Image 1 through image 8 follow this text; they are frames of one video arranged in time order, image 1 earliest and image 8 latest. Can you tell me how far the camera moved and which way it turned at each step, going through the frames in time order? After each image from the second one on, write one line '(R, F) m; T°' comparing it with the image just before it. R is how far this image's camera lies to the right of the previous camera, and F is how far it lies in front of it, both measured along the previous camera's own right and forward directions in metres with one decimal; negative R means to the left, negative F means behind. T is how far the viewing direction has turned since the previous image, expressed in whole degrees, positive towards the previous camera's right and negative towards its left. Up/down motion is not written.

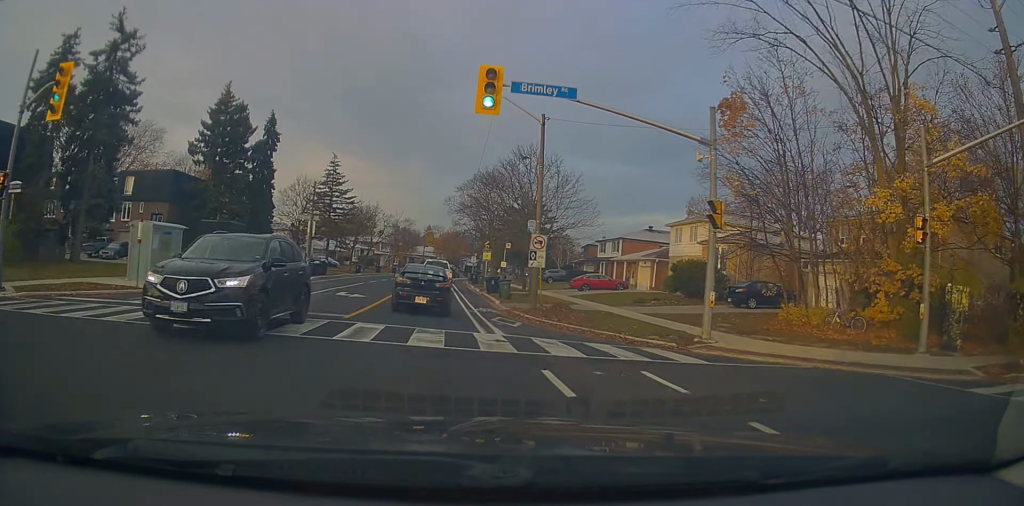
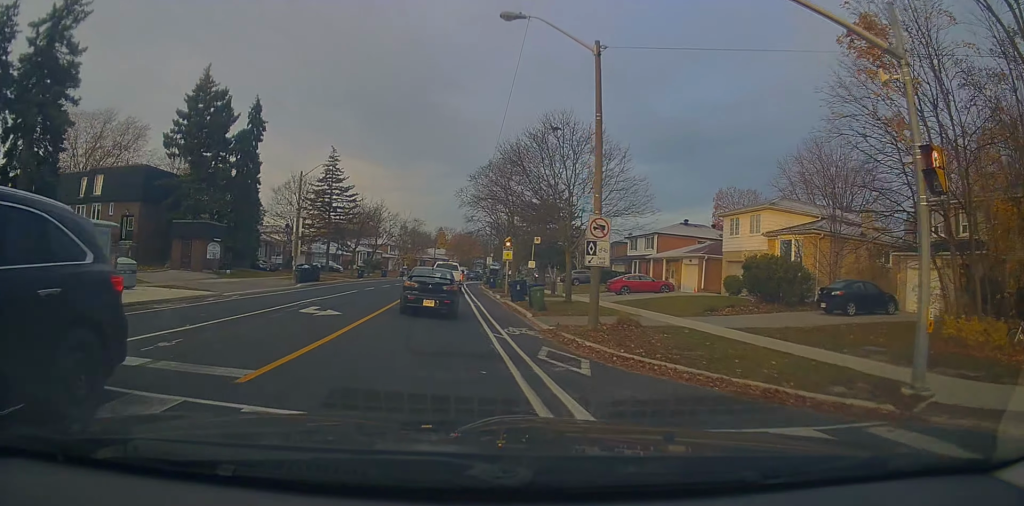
(+0.6, +7.3) m; +3°
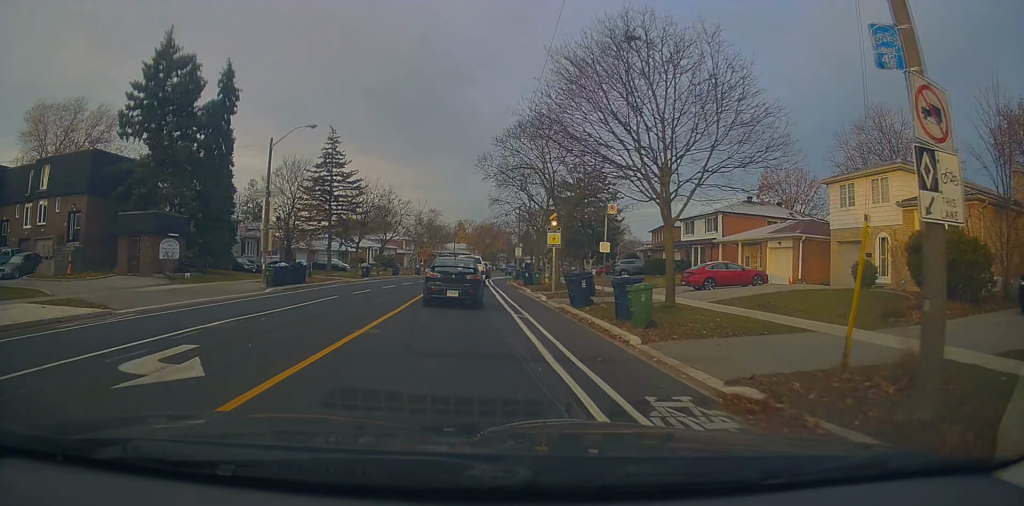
(-0.3, +9.7) m; -5°
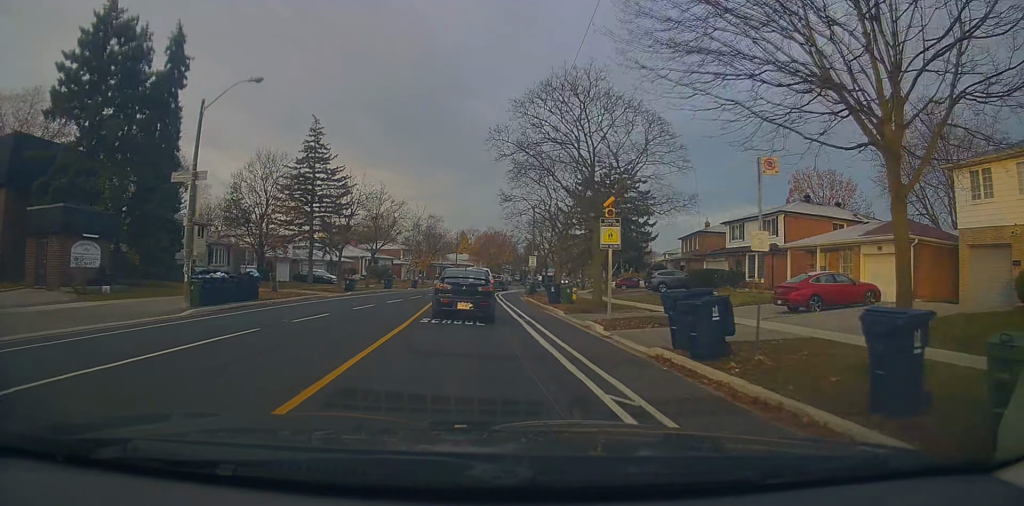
(-0.4, +8.5) m; -1°
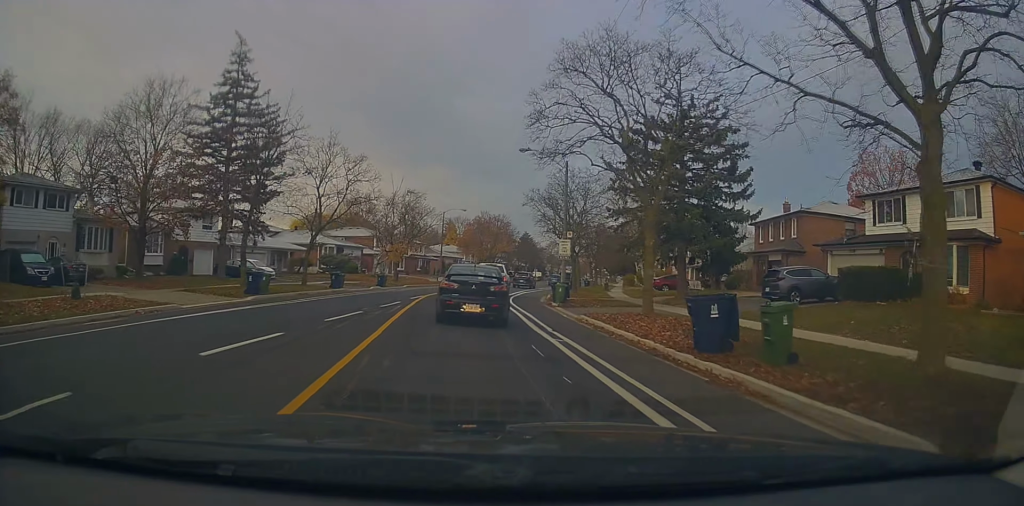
(+0.1, +18.5) m; +3°
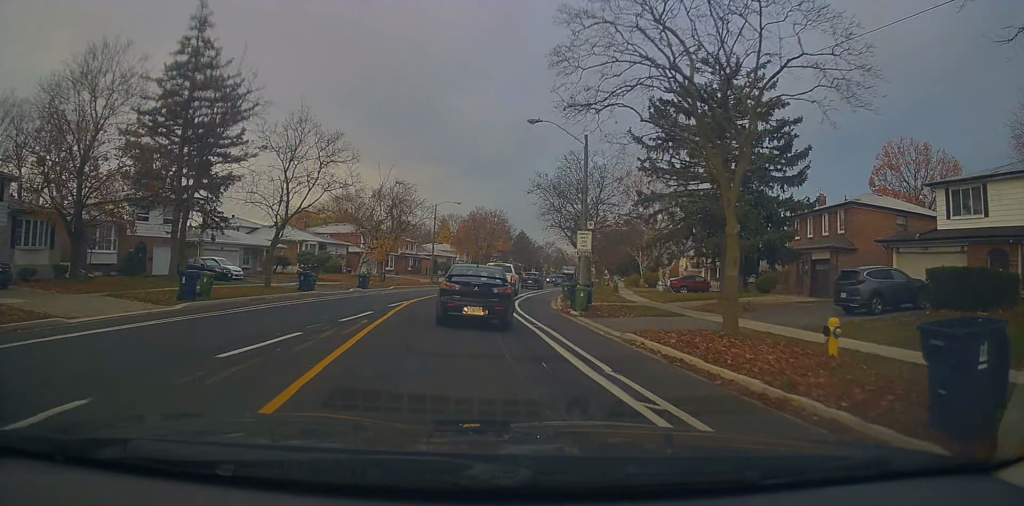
(+0.1, +5.6) m; 0°
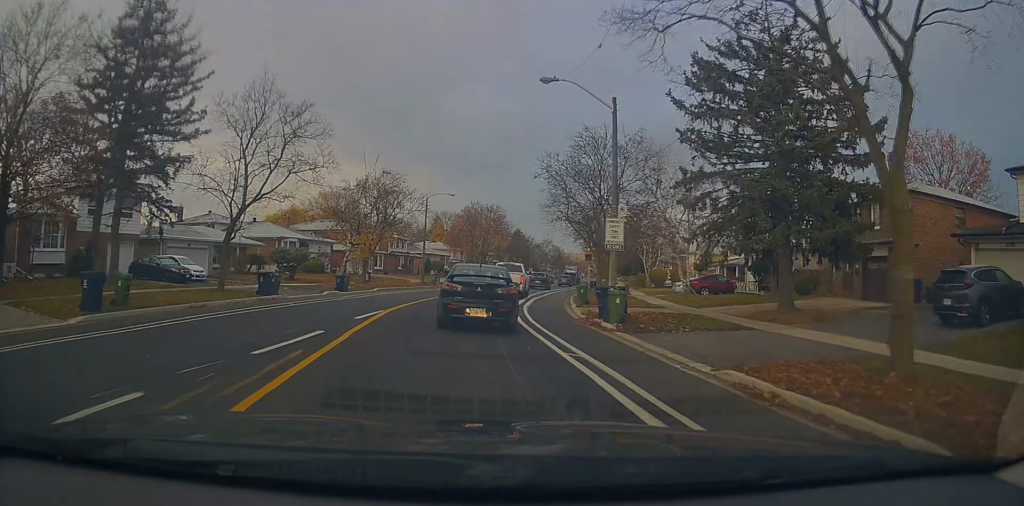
(+0.1, +5.7) m; 0°
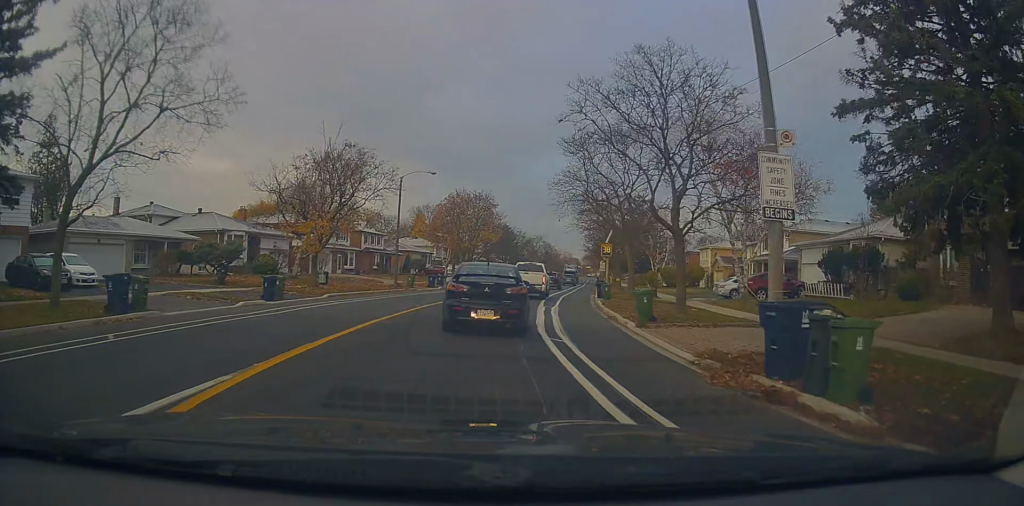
(-0.2, +11.2) m; +2°
